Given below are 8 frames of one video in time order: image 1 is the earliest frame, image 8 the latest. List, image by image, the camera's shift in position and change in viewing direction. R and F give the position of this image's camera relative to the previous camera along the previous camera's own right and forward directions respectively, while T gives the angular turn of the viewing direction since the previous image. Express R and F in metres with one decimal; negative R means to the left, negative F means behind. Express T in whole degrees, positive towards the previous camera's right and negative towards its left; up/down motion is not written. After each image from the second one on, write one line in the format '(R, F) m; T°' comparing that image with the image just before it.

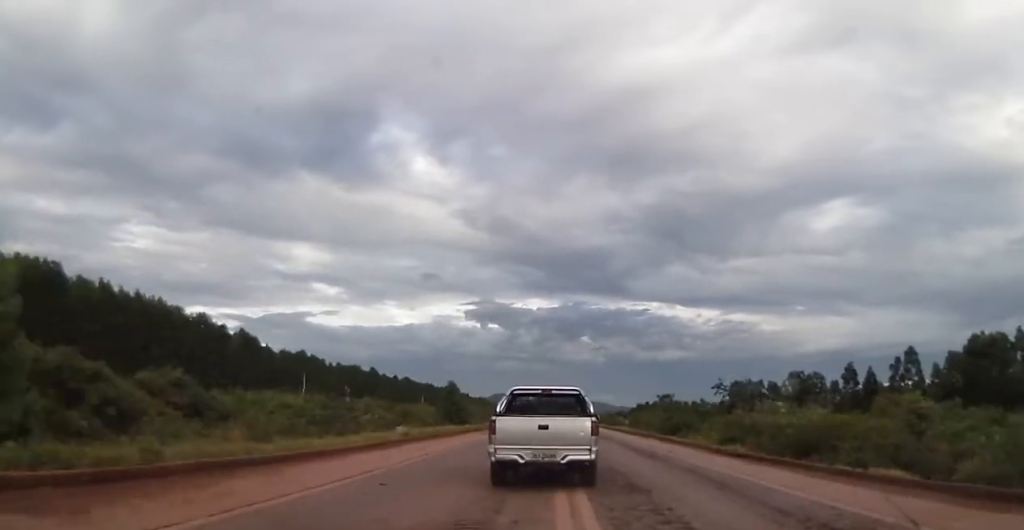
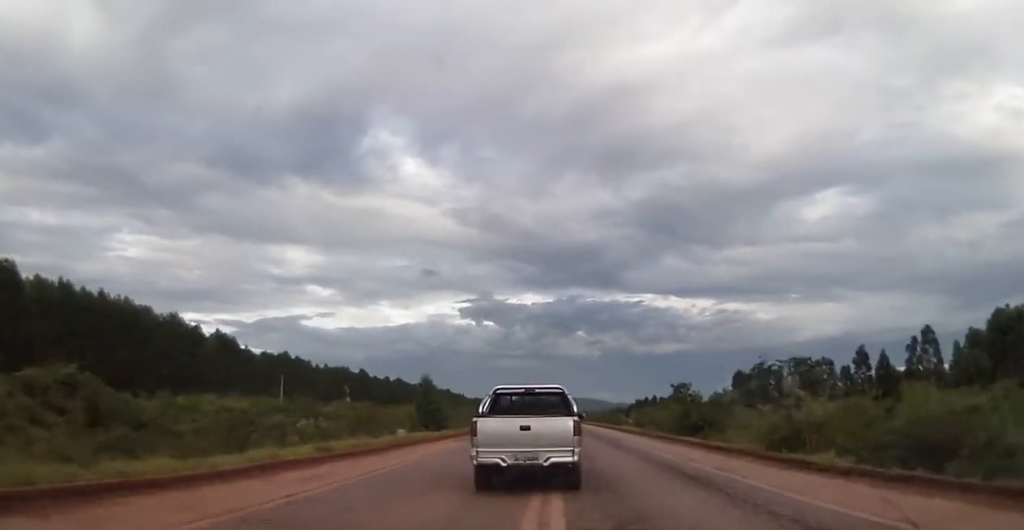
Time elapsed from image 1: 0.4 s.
(+0.1, +9.5) m; 0°
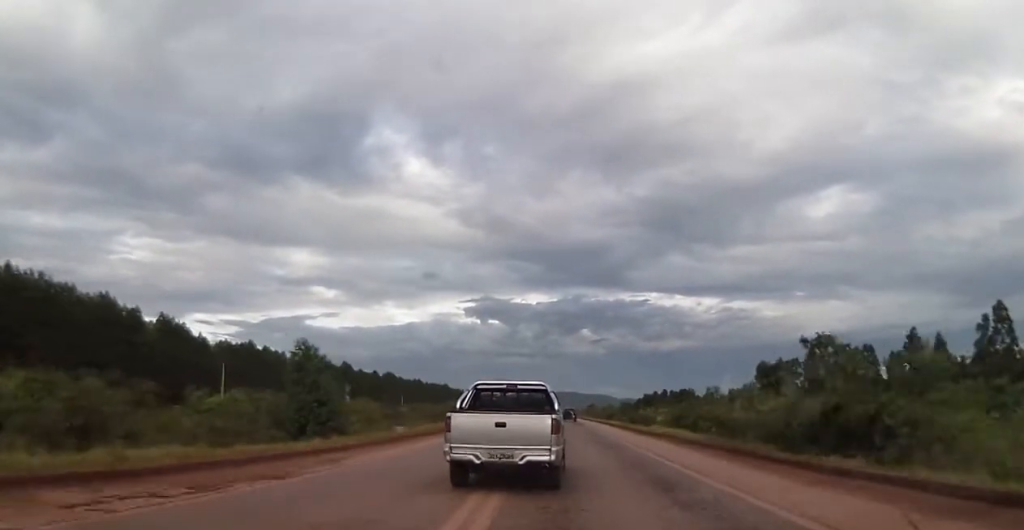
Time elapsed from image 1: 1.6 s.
(0.0, +24.5) m; 0°
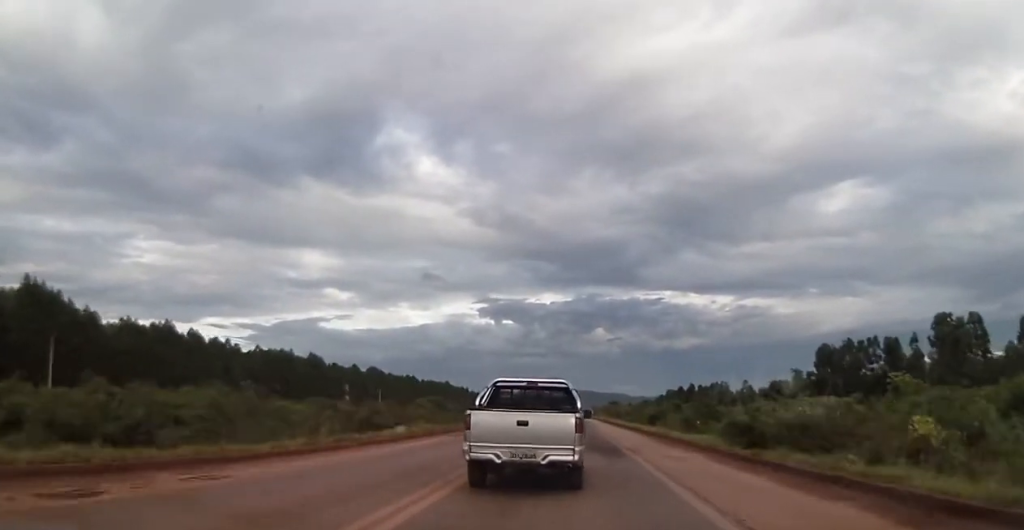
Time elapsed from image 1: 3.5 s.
(0.0, +42.8) m; 0°
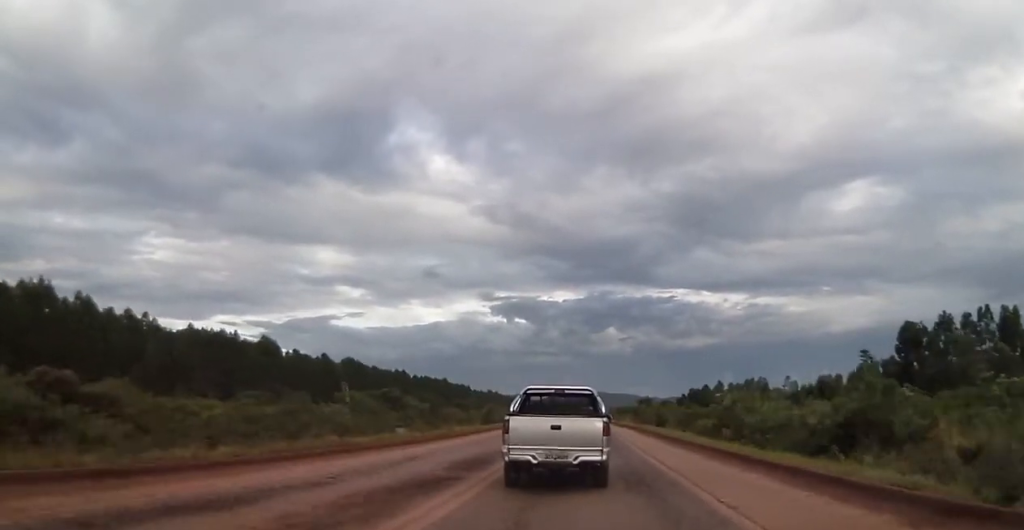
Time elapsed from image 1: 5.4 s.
(+0.4, +39.8) m; 0°
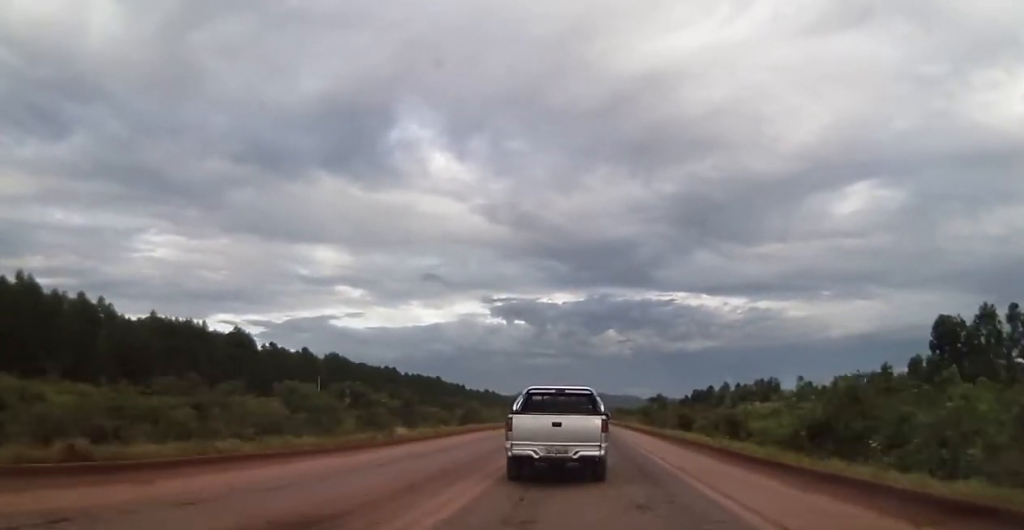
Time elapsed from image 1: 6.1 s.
(-0.3, +14.0) m; -1°
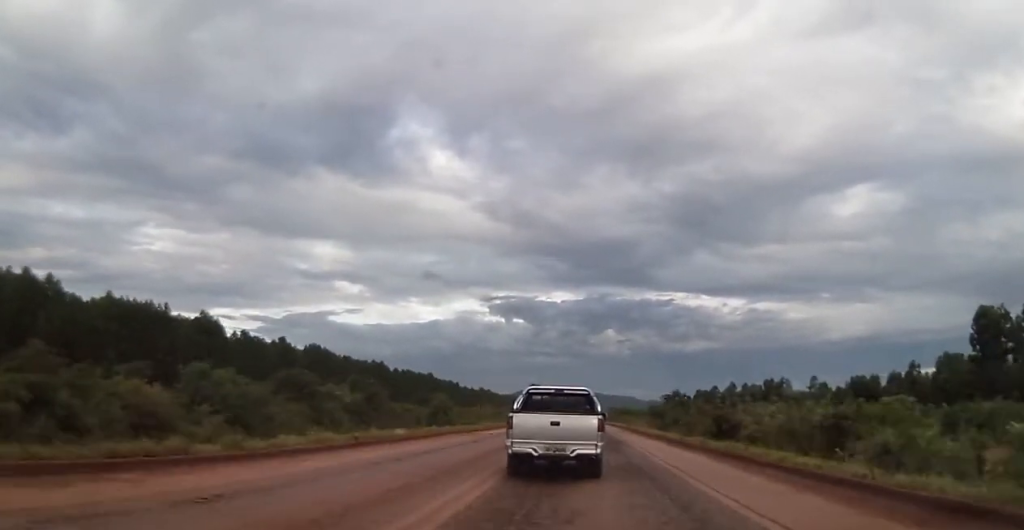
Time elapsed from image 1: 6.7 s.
(-0.2, +14.0) m; 0°
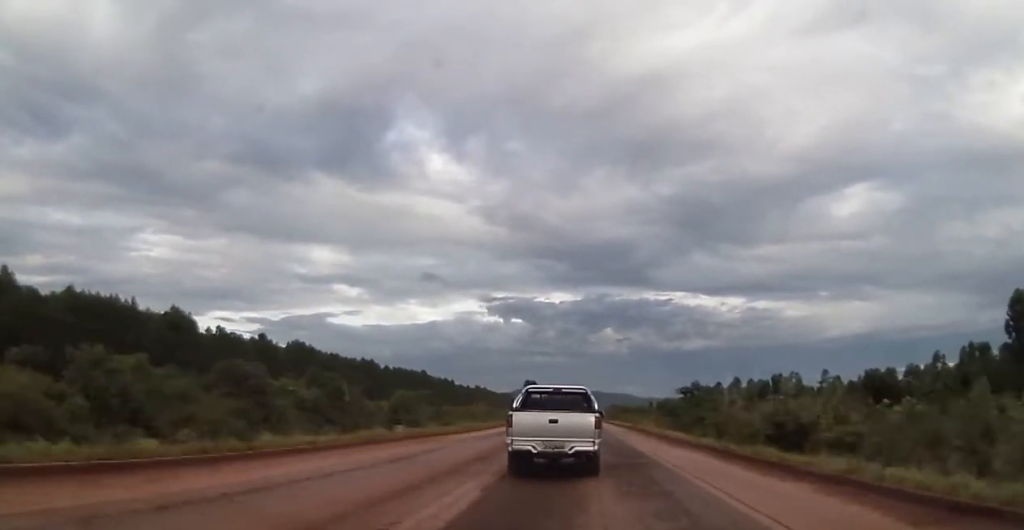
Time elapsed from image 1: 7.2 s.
(+0.2, +10.5) m; 0°
